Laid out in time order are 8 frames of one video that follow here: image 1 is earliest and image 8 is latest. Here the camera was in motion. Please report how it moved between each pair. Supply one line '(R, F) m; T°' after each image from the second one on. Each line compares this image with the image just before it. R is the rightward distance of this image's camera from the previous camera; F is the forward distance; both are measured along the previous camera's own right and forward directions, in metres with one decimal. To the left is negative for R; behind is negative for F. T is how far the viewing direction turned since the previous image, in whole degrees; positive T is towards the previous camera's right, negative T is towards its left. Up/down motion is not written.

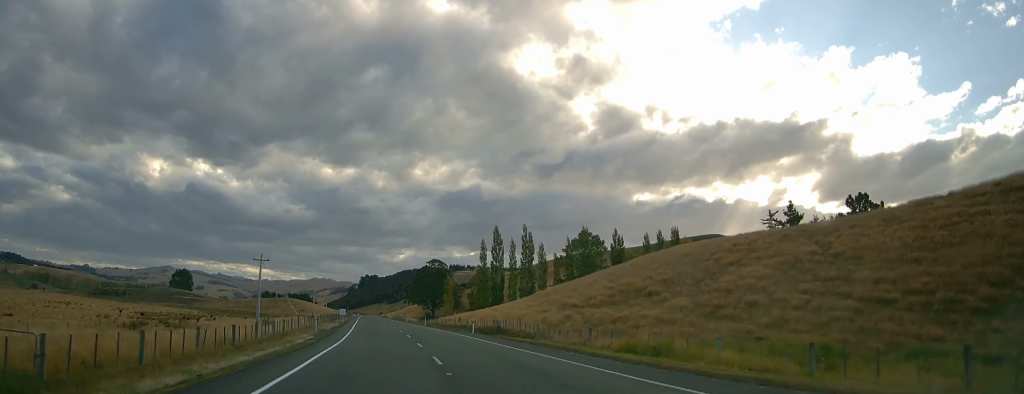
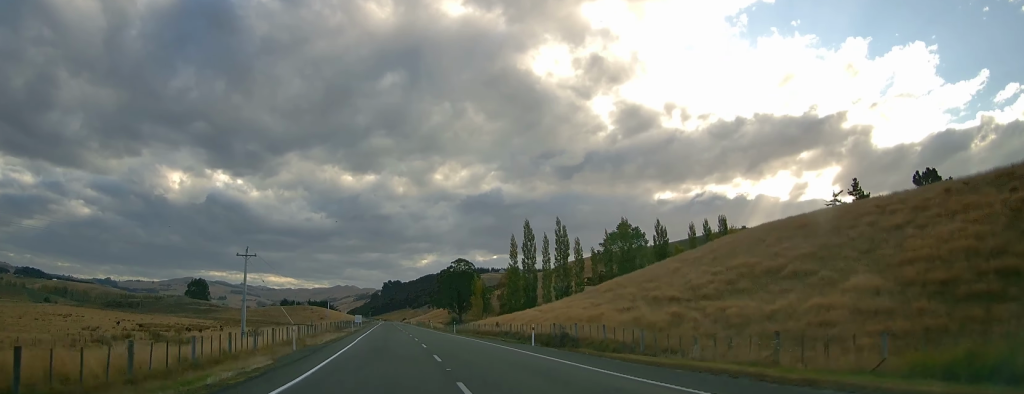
(-0.3, +16.4) m; -2°
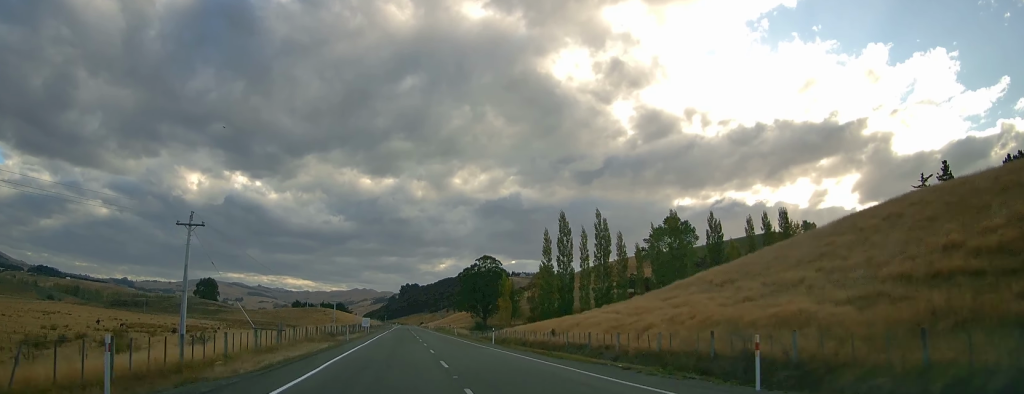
(-0.5, +20.5) m; -2°
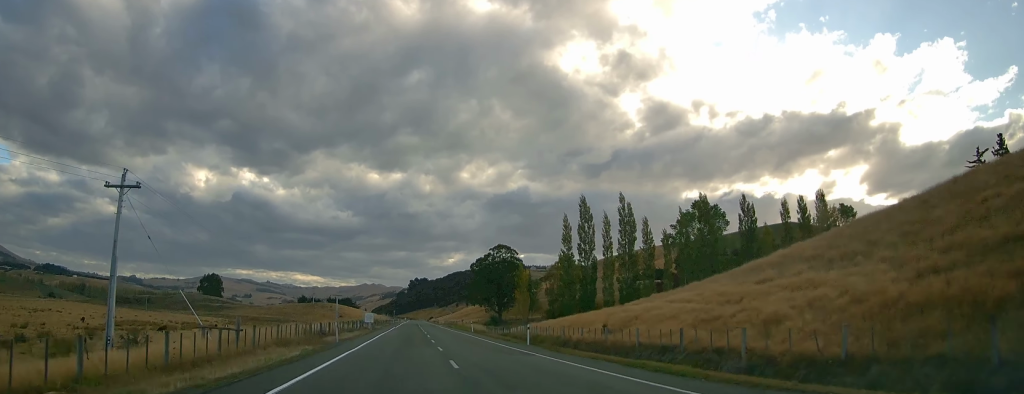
(-0.1, +11.6) m; 0°
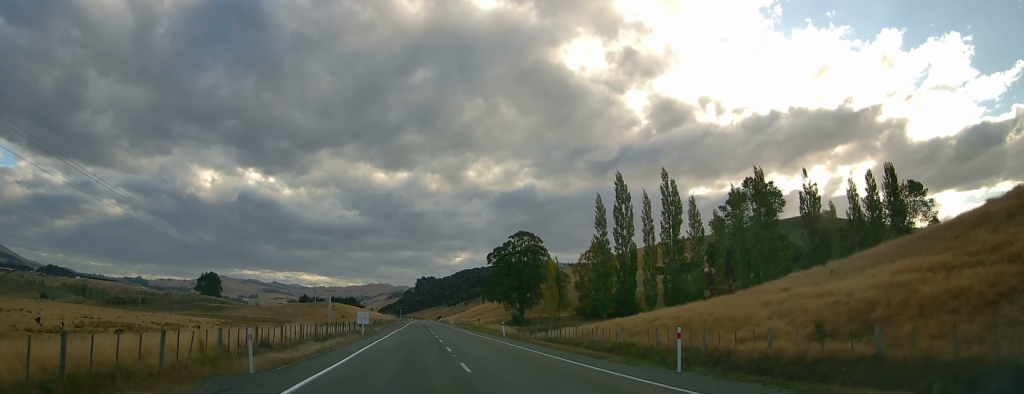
(-0.1, +20.8) m; -1°
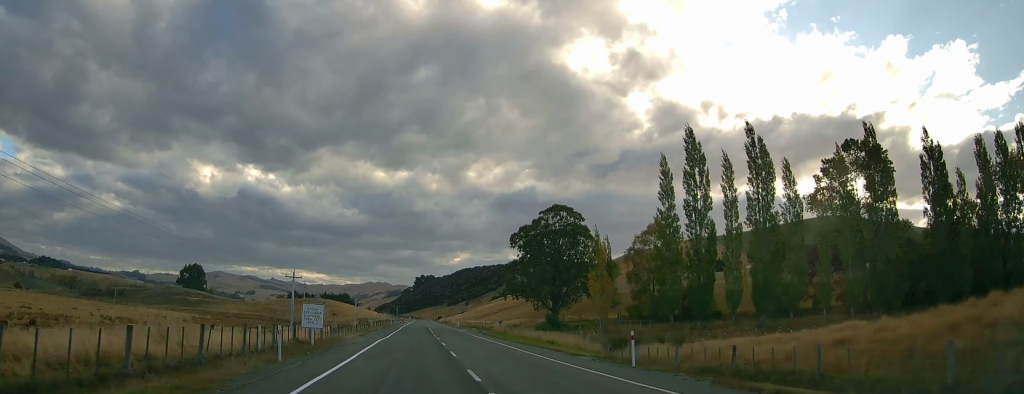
(-0.3, +32.1) m; 0°
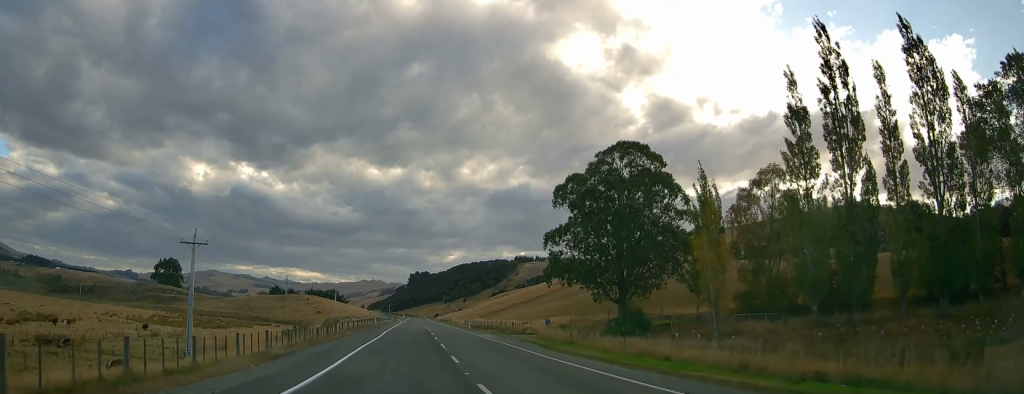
(+0.8, +34.2) m; +1°
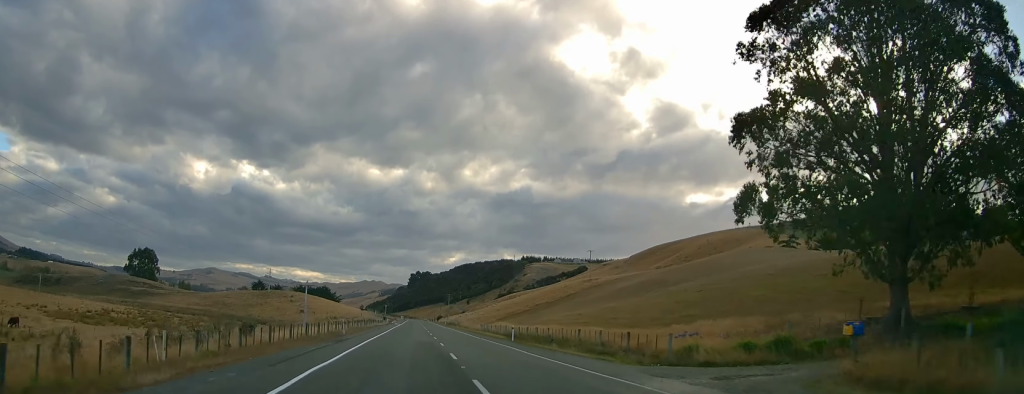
(-1.1, +38.3) m; -2°
